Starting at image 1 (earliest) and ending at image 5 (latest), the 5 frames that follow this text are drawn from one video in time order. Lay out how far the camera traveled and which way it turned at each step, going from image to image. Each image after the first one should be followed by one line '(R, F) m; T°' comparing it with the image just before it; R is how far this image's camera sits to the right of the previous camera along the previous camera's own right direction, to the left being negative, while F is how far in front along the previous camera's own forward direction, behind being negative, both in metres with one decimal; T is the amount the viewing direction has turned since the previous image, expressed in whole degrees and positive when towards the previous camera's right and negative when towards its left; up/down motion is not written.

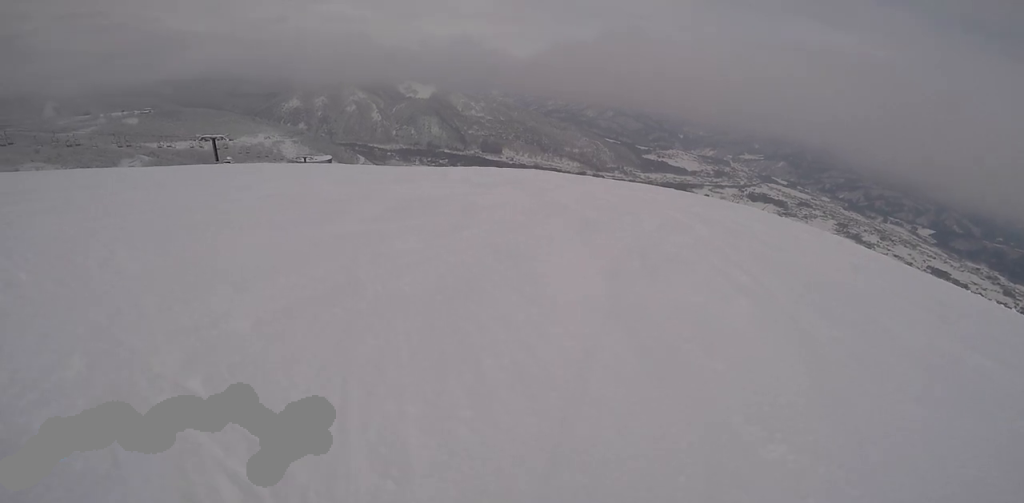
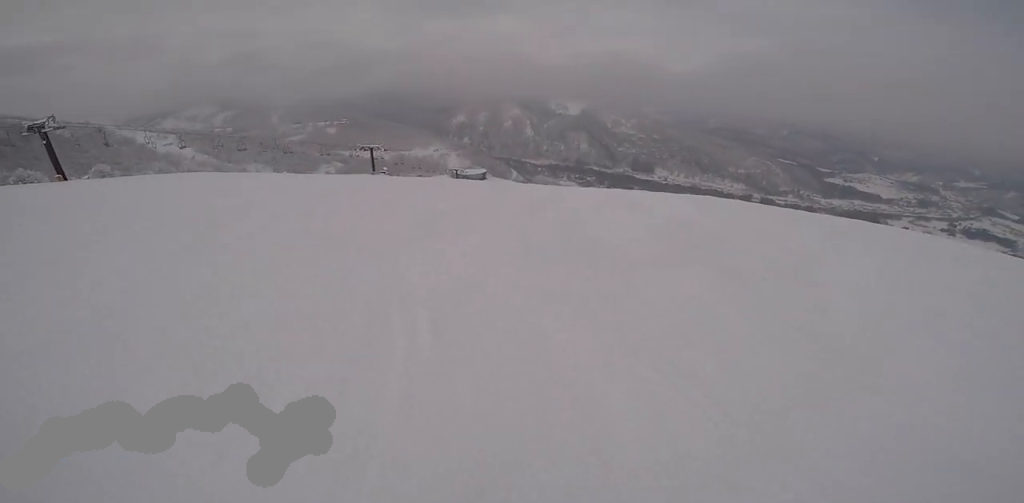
(-3.8, +11.1) m; -9°
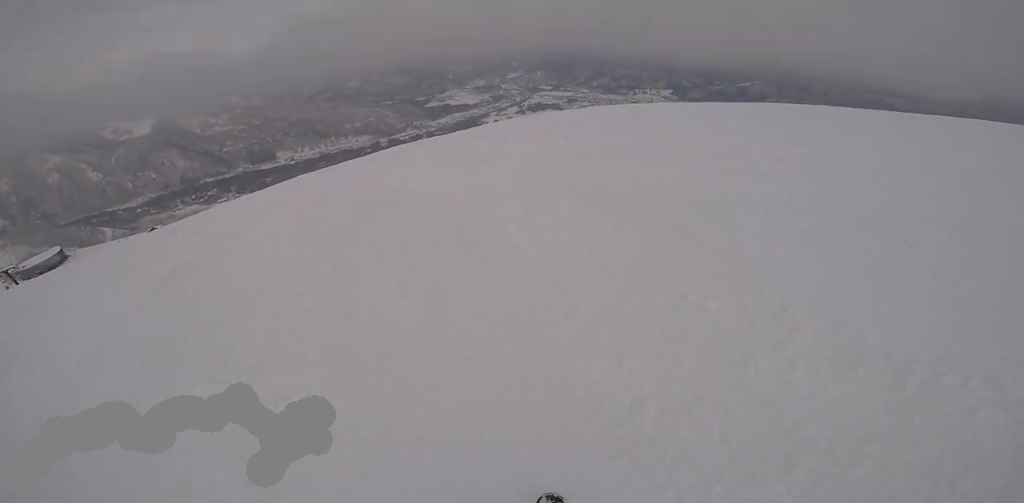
(+3.9, +6.9) m; +50°
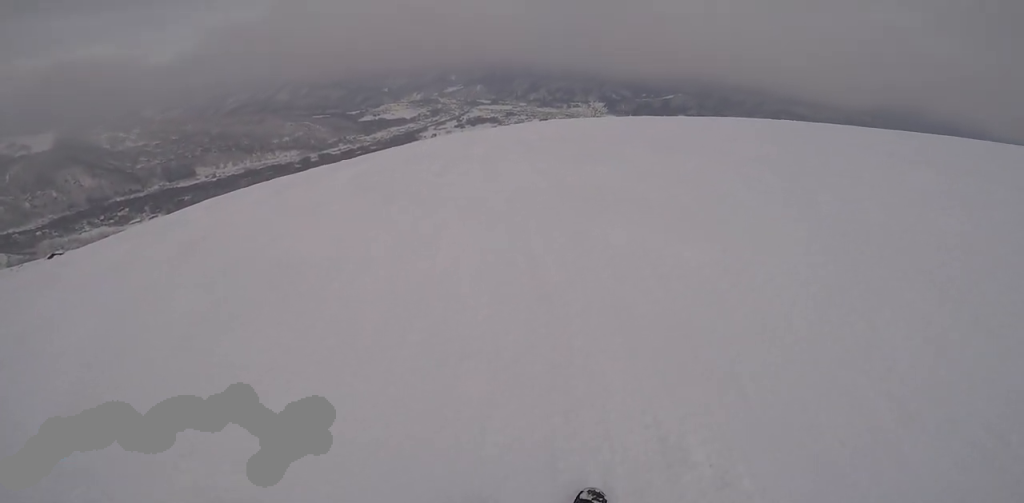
(0.0, +2.8) m; 0°
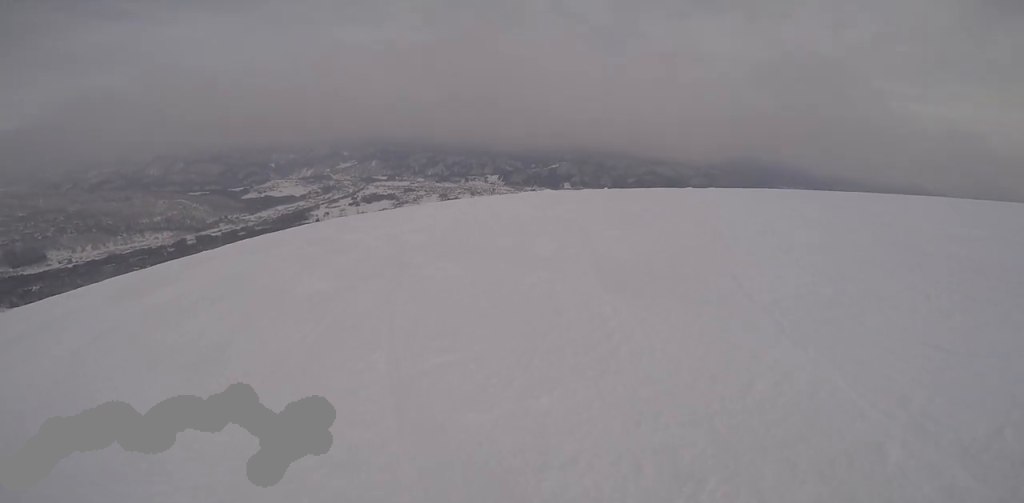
(0.0, +4.3) m; 0°
